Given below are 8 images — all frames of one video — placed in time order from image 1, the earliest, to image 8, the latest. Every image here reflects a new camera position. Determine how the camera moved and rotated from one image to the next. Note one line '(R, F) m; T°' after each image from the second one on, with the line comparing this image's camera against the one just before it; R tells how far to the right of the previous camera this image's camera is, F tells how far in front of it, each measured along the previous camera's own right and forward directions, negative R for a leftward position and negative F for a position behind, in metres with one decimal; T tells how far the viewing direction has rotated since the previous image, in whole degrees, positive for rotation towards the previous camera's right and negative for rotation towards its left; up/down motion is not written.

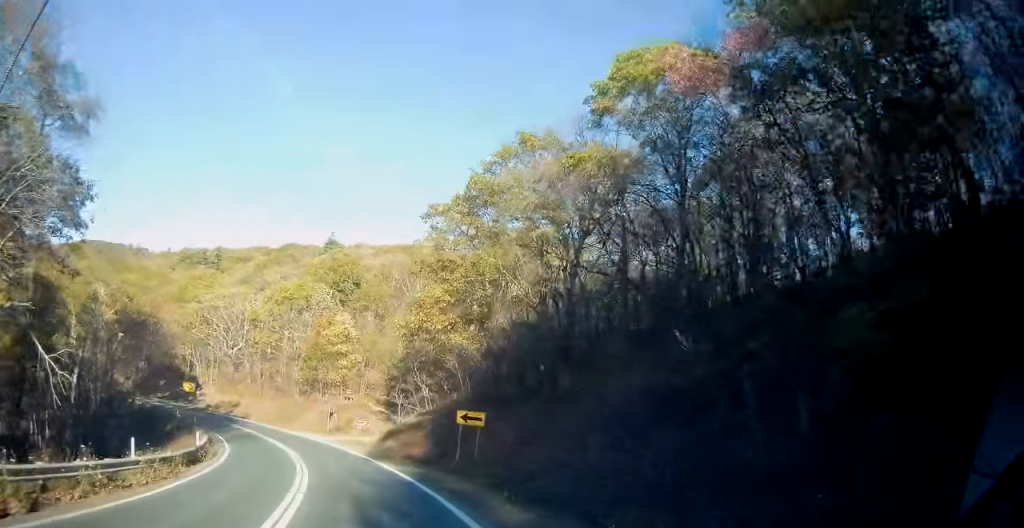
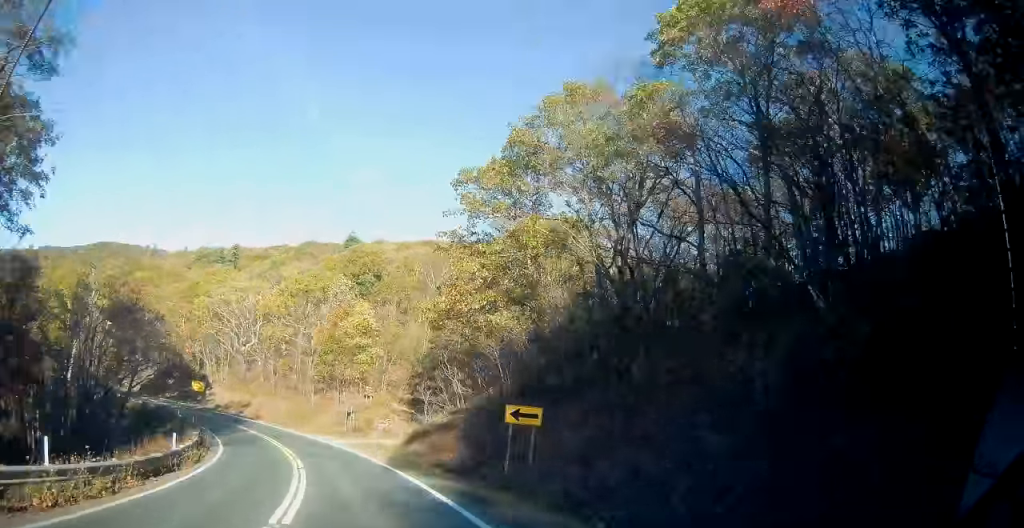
(0.0, +6.0) m; -2°
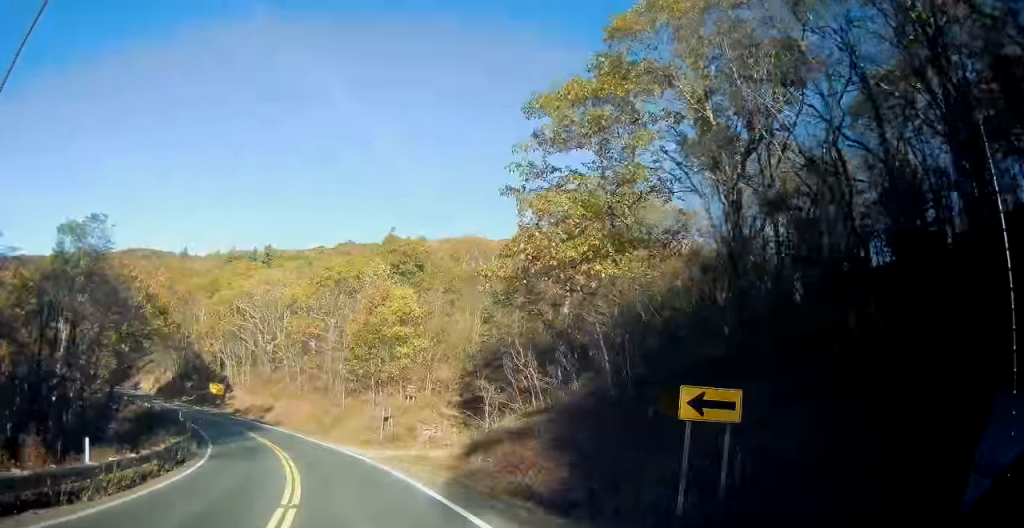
(+0.1, +9.6) m; -3°
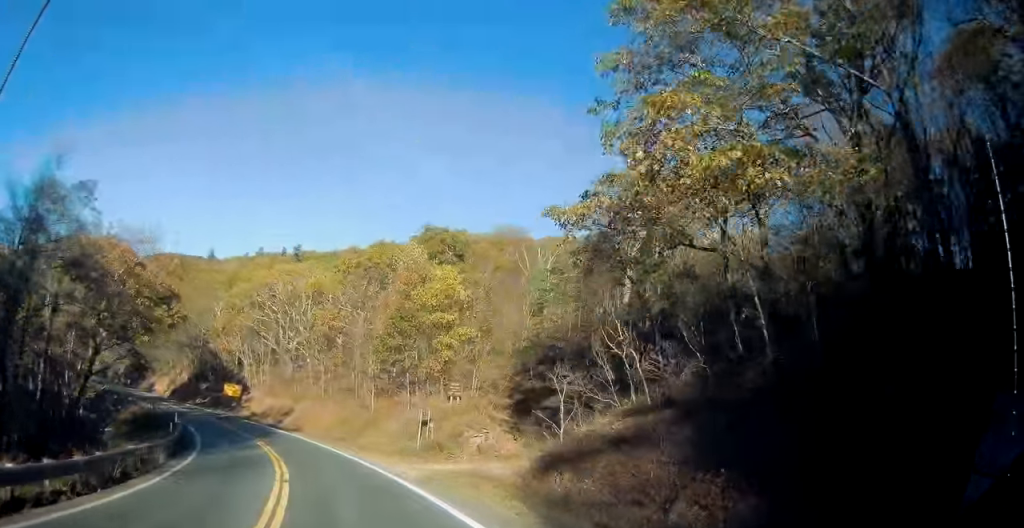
(-0.4, +7.8) m; -4°
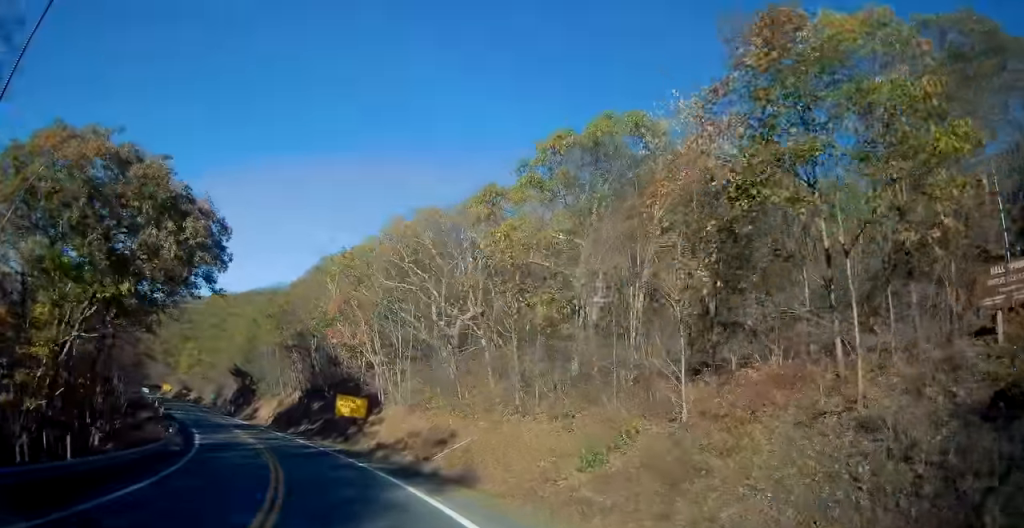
(-3.9, +28.6) m; -17°
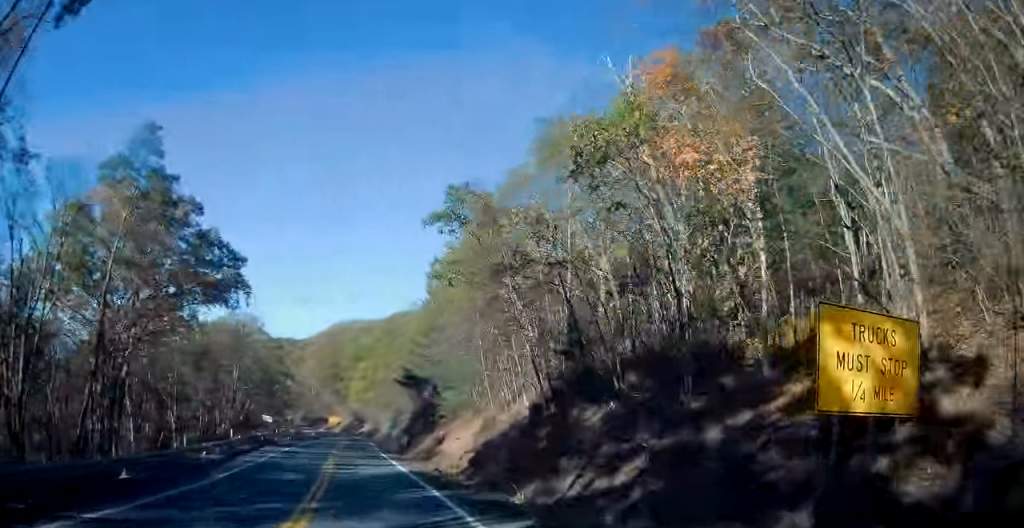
(-6.3, +34.7) m; -19°
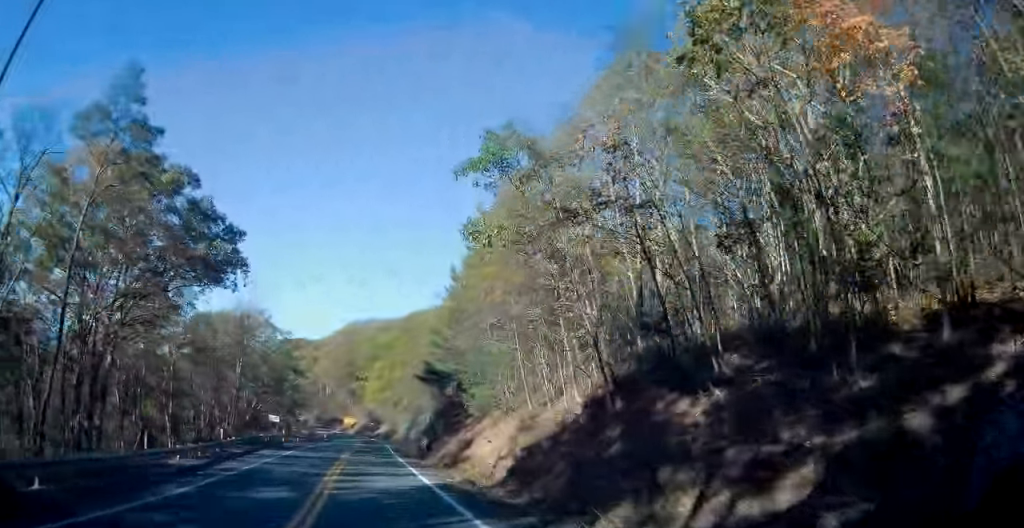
(-0.2, +5.7) m; -2°
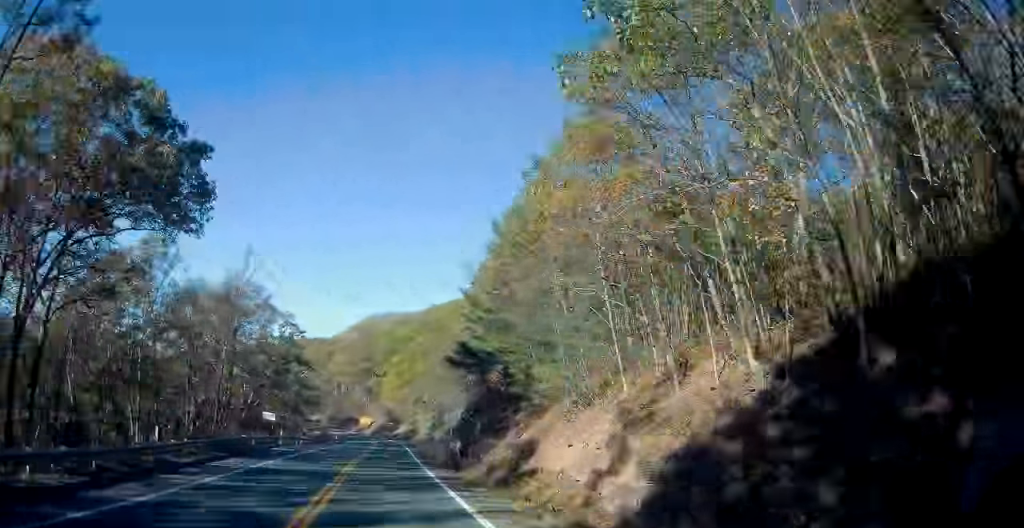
(-0.4, +11.8) m; -3°
